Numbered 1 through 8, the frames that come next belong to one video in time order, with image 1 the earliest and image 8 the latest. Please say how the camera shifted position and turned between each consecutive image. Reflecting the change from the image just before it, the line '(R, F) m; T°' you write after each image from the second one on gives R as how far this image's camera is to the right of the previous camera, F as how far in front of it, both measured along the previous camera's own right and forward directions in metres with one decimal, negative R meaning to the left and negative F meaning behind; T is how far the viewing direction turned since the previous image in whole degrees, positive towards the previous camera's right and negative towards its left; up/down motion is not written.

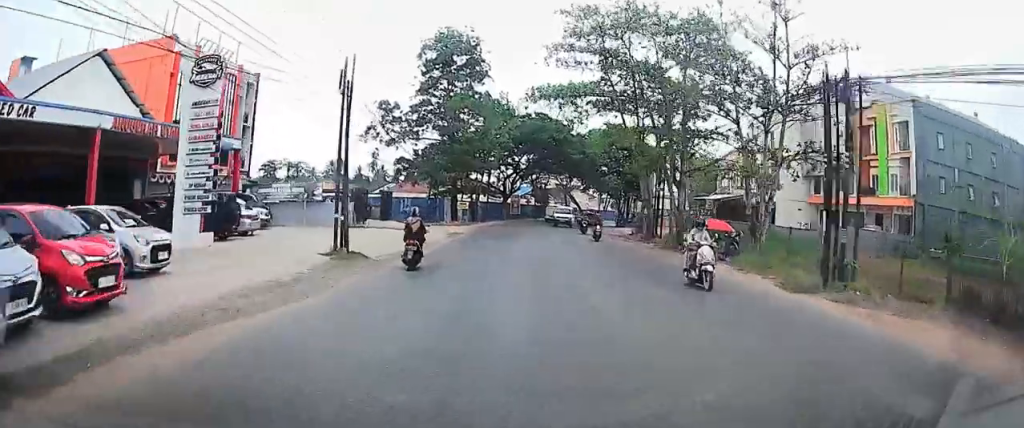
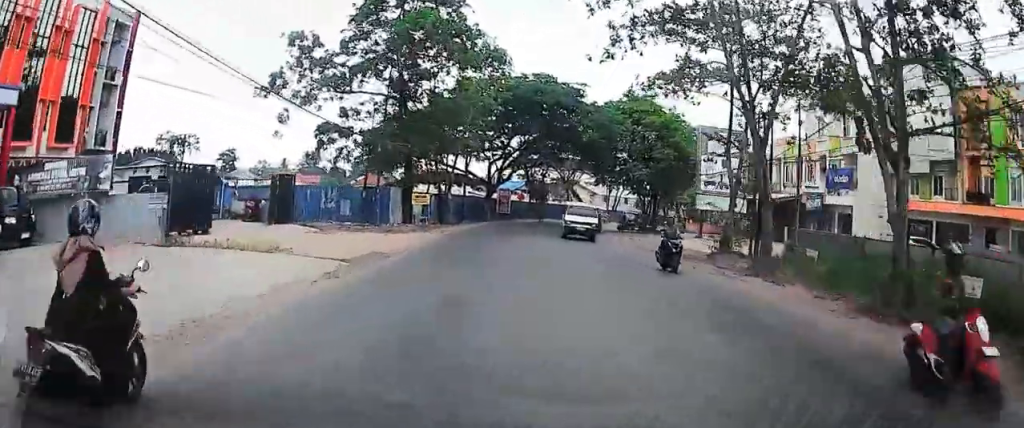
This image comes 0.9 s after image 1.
(0.0, +20.1) m; 0°
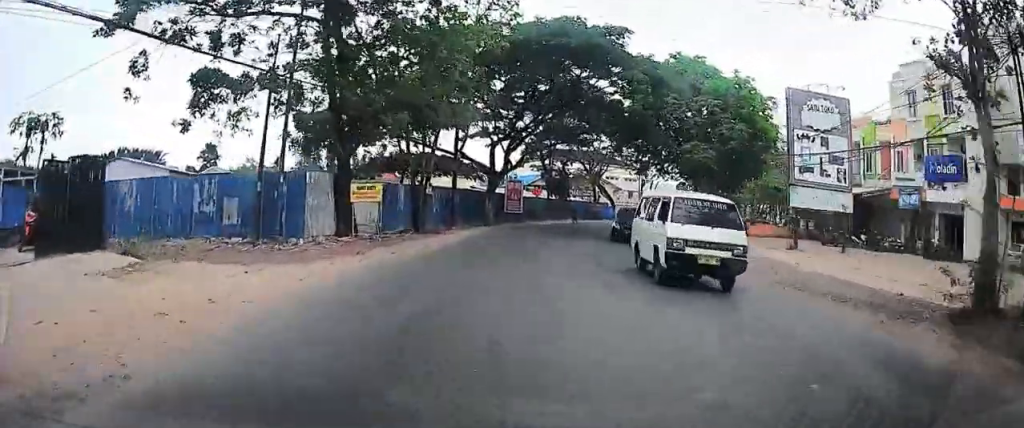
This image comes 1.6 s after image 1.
(0.0, +17.1) m; 0°
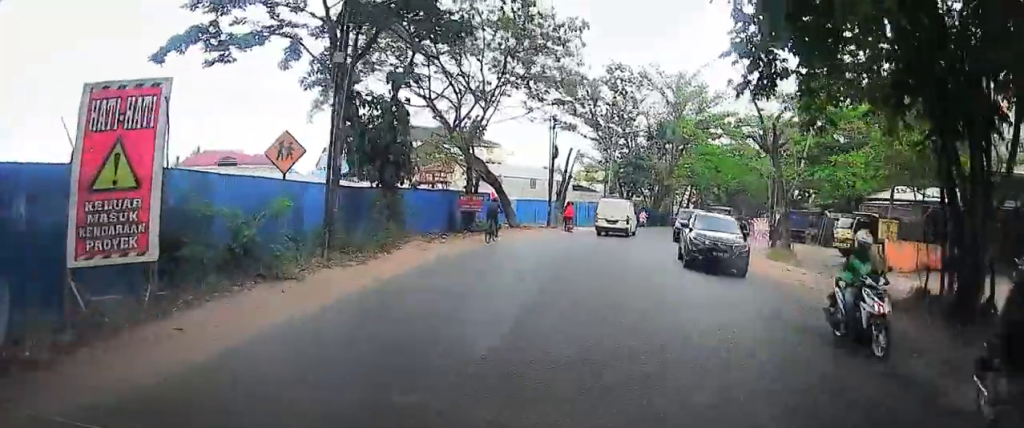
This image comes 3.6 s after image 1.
(0.0, +43.8) m; +1°
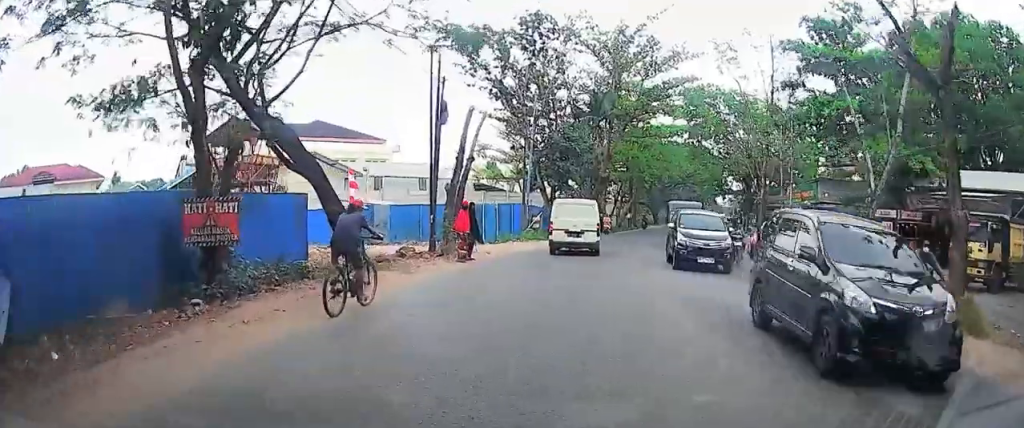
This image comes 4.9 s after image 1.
(+1.2, +24.6) m; +6°
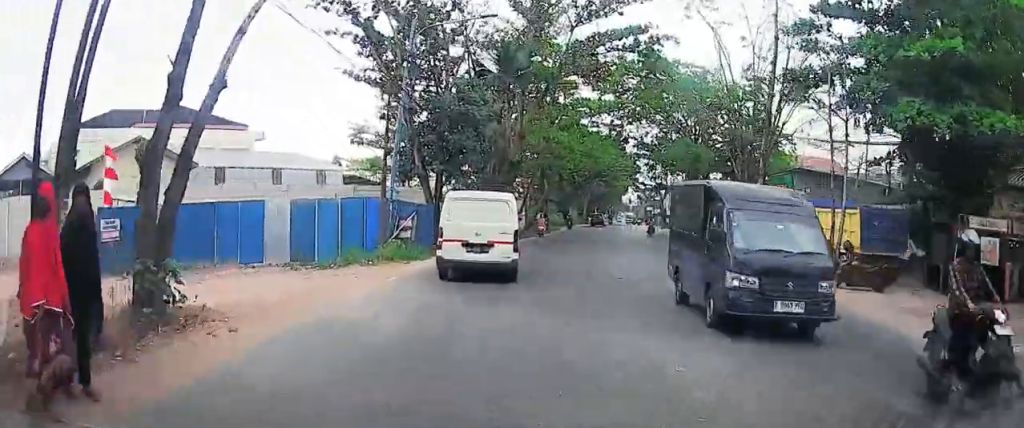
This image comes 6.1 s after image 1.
(+0.8, +20.1) m; +4°
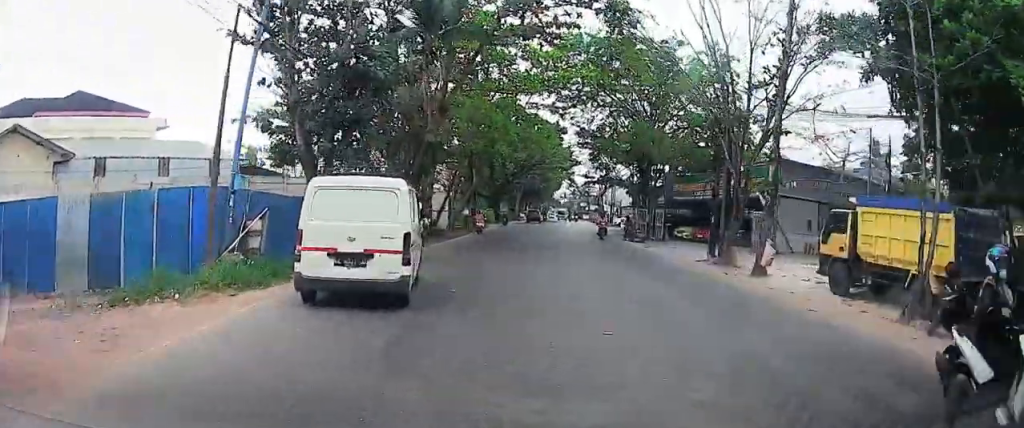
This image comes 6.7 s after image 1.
(+0.2, +9.2) m; +6°
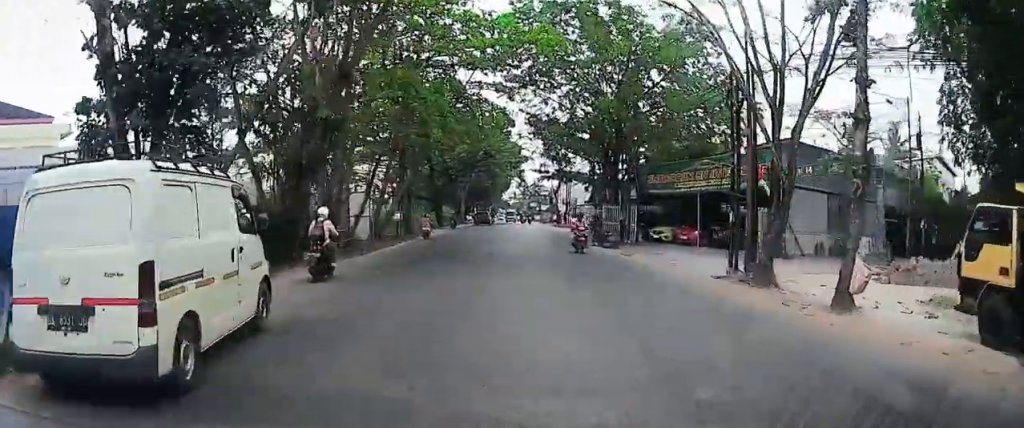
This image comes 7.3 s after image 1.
(-0.4, +8.7) m; +9°
